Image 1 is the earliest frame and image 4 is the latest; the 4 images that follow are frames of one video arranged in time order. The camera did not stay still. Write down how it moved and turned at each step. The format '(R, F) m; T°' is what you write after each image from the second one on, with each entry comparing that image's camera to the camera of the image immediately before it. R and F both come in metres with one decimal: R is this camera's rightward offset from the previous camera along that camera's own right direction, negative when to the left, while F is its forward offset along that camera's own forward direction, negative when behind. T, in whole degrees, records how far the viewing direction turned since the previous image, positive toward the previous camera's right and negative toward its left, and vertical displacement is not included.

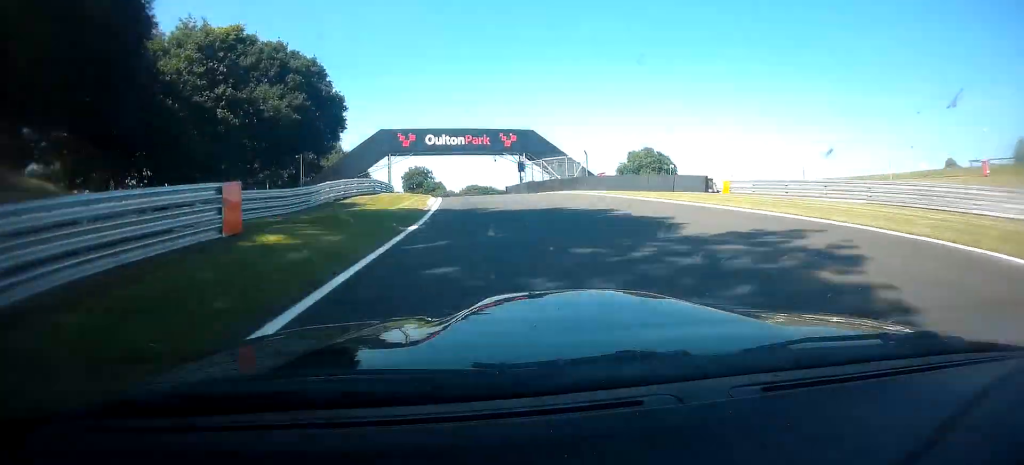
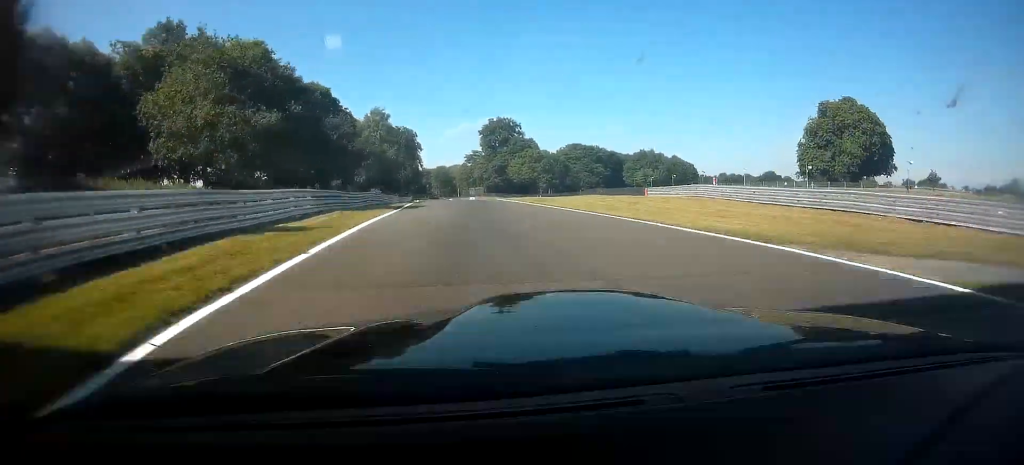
(-1.4, +39.9) m; -7°
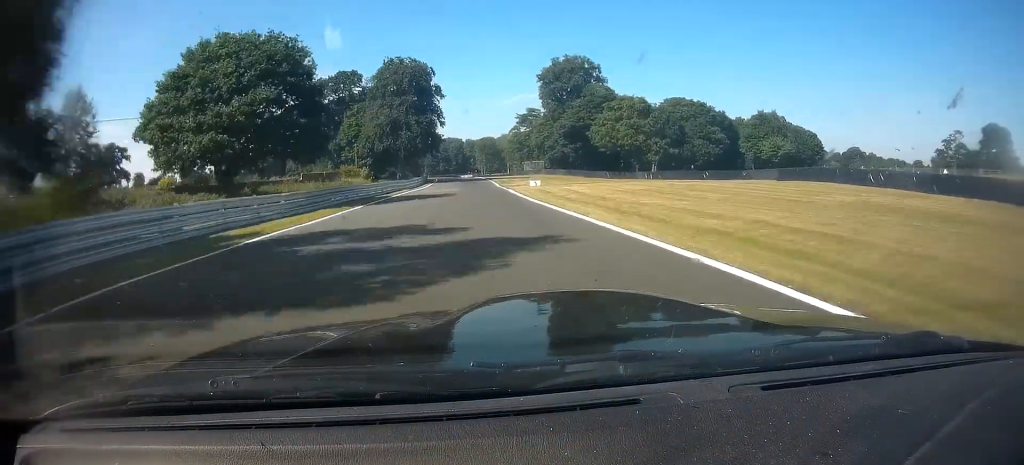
(-2.1, +43.6) m; +3°
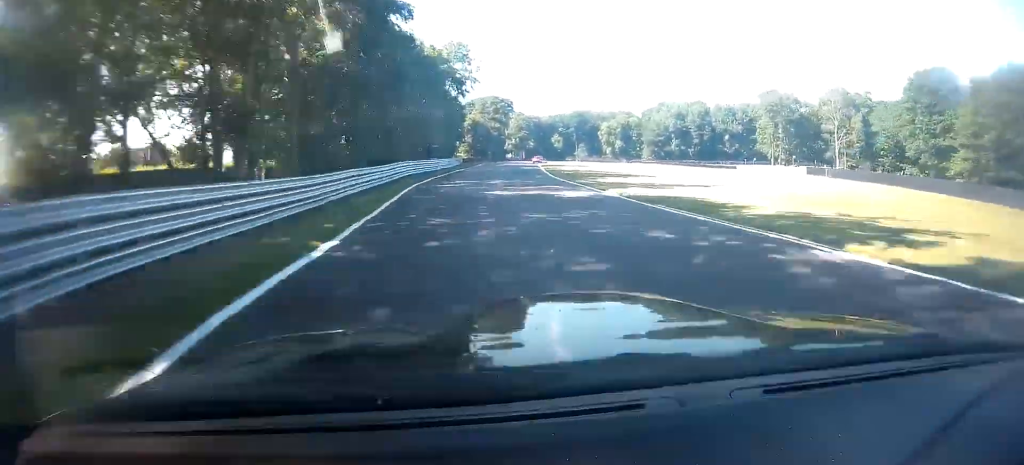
(+14.3, +154.0) m; +9°
